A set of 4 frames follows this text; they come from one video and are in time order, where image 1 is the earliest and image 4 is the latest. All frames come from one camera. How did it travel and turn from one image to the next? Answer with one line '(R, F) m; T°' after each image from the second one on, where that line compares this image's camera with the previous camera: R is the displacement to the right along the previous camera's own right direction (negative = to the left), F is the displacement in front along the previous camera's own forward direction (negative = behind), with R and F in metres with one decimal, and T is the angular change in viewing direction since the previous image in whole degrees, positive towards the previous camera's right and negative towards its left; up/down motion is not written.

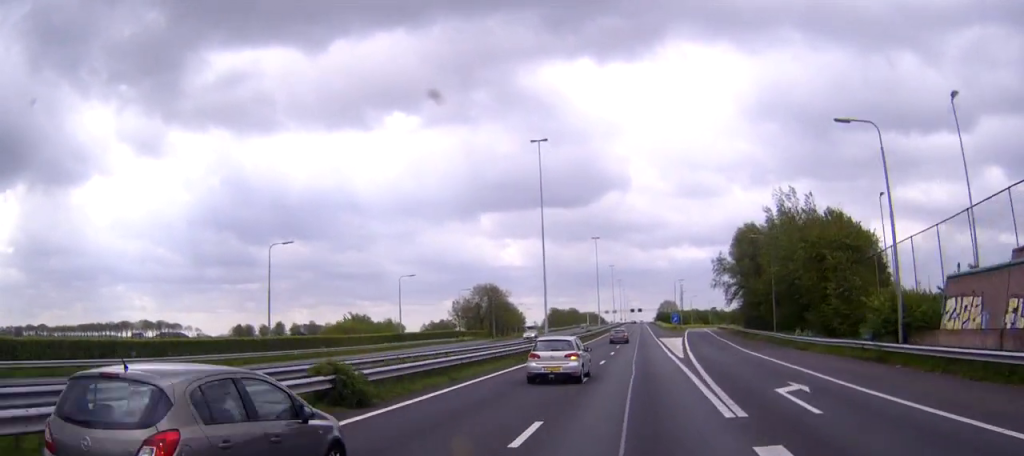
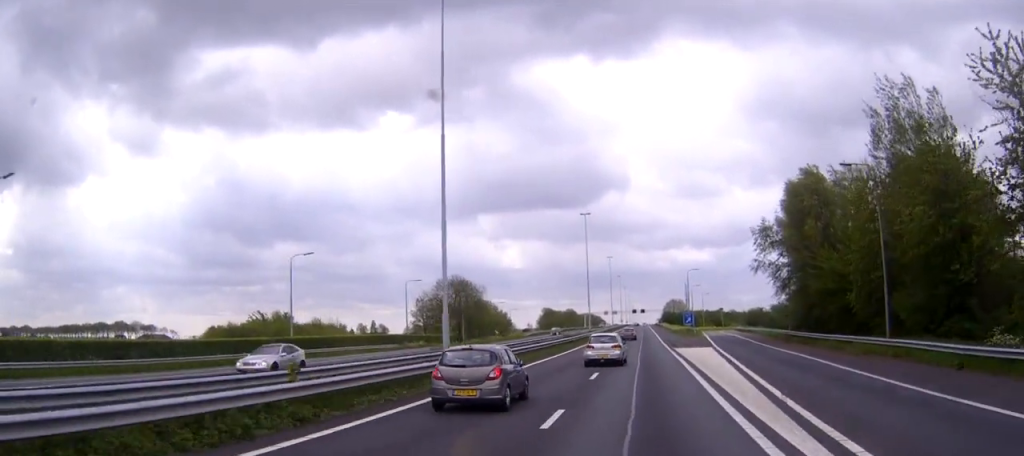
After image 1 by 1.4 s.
(0.0, +33.7) m; 0°
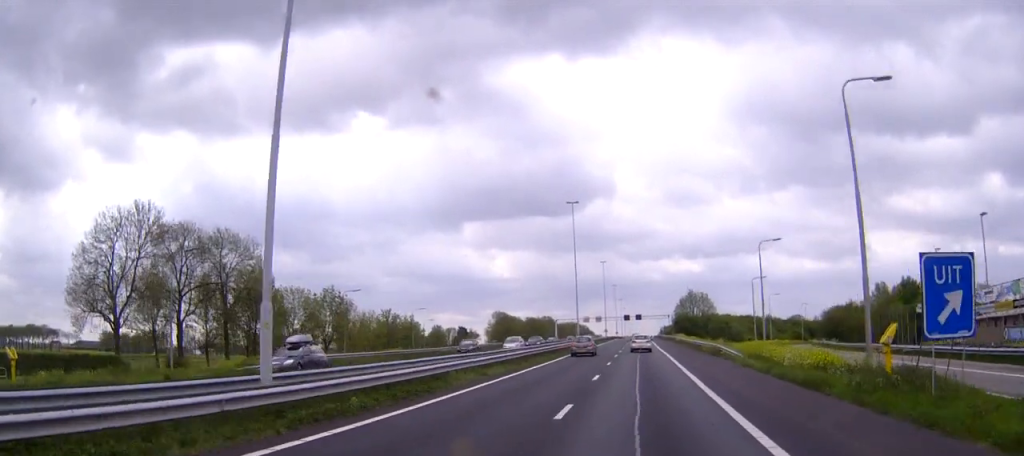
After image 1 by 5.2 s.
(+0.4, +94.4) m; 0°
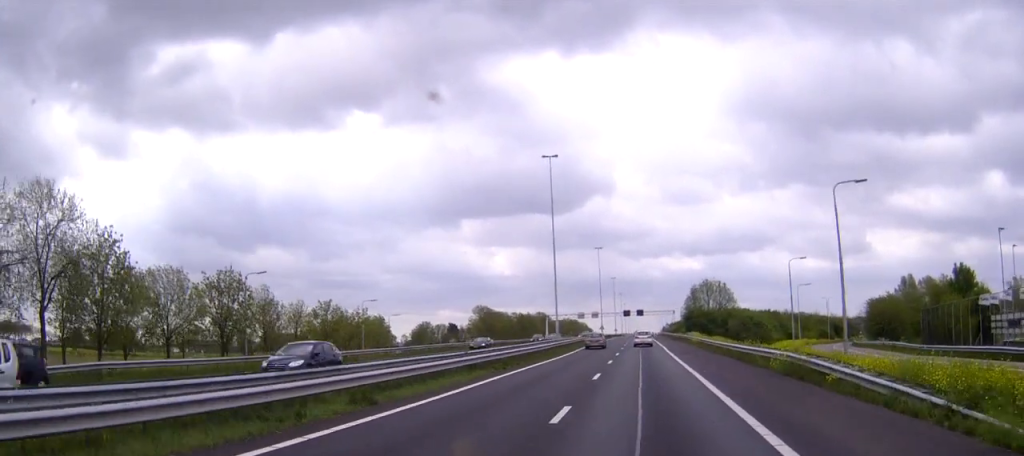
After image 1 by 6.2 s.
(-0.1, +25.3) m; 0°
